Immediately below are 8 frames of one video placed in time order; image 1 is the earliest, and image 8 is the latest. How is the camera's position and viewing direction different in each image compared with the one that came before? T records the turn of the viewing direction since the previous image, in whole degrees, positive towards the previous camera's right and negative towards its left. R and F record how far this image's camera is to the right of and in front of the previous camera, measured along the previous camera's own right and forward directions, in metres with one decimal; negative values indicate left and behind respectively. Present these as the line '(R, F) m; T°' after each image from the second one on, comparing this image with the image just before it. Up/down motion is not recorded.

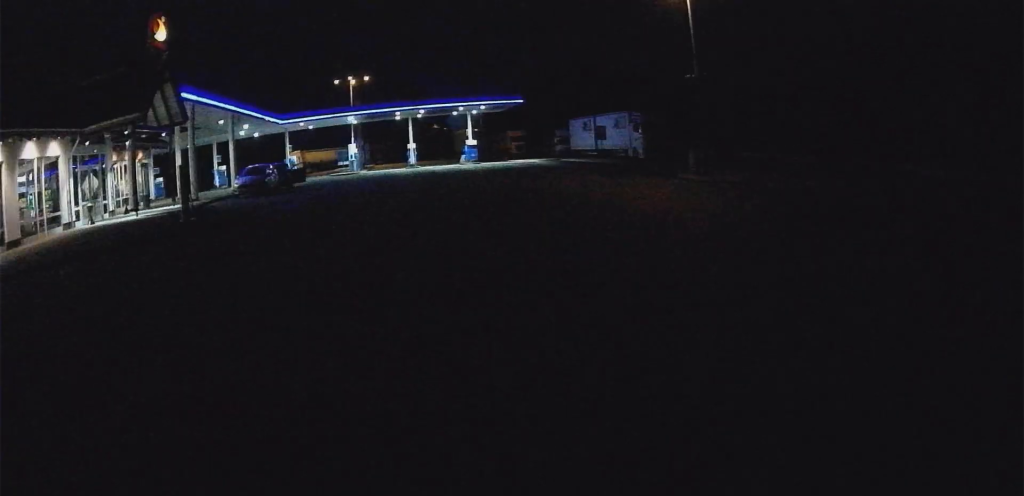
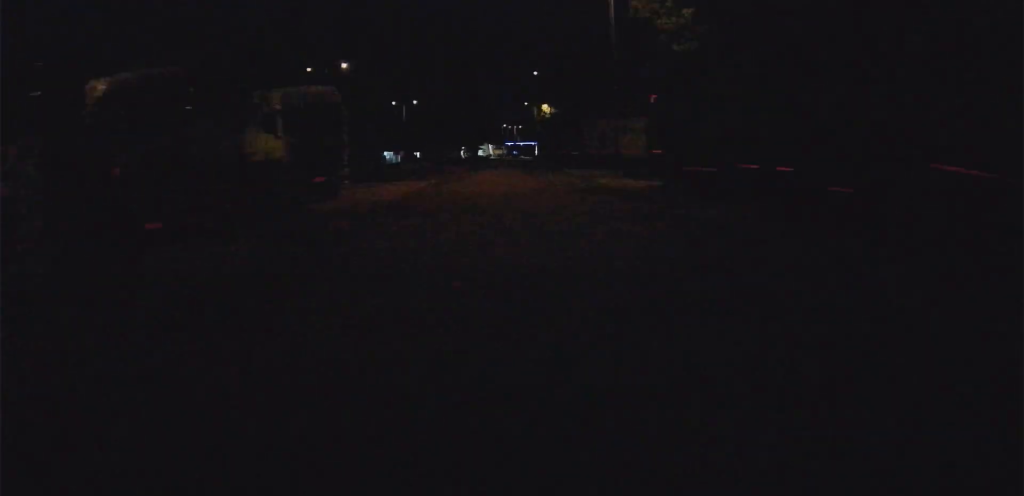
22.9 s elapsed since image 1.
(+7.8, +176.3) m; -4°
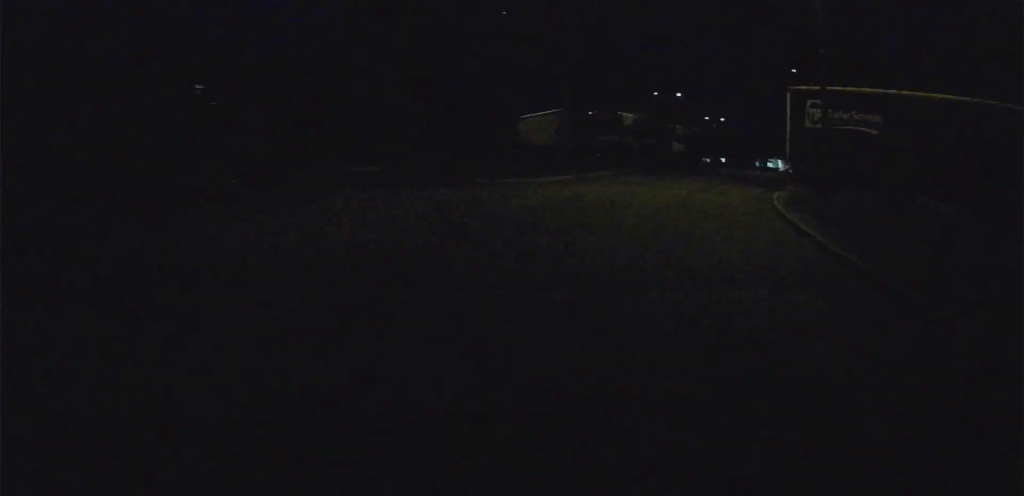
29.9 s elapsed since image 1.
(-8.4, +47.3) m; -1°
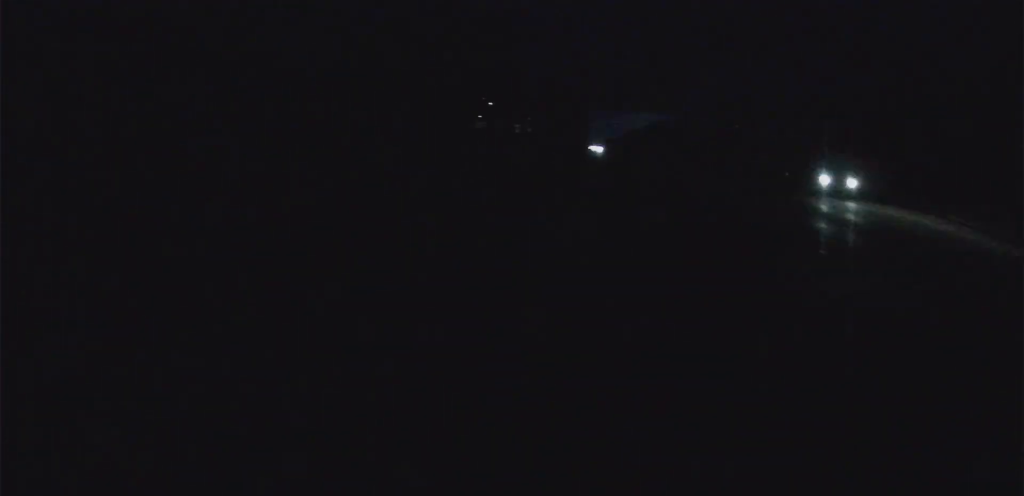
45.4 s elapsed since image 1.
(+16.5, +267.1) m; +6°
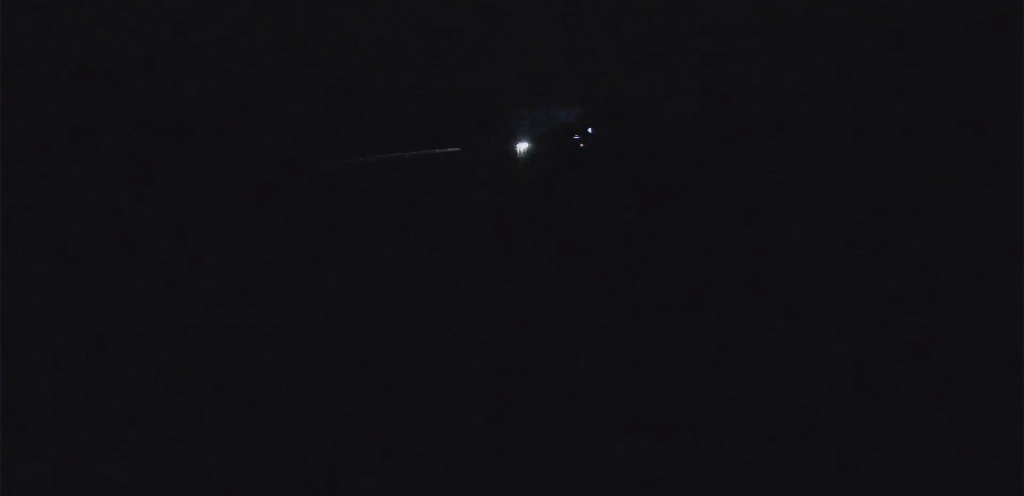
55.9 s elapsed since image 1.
(+6.7, +283.0) m; +2°
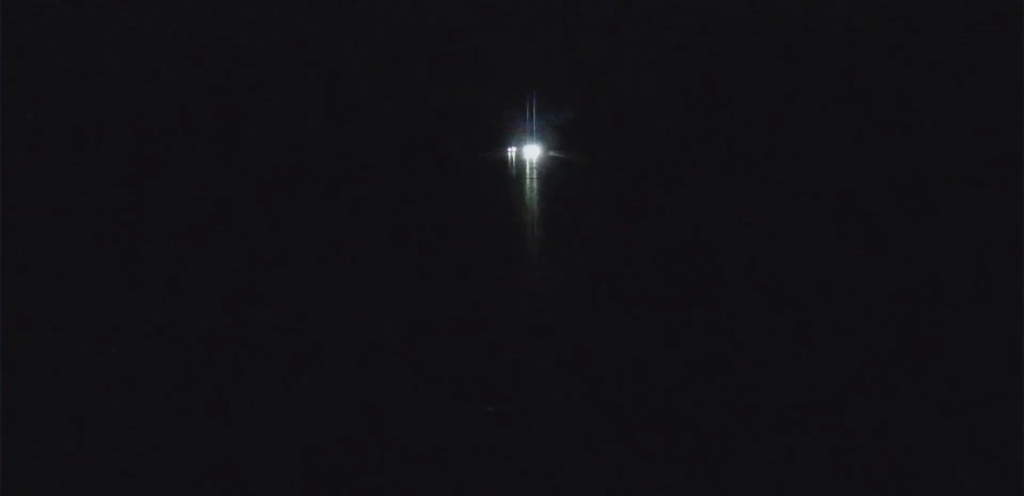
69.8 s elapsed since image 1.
(+3.3, +397.5) m; +1°
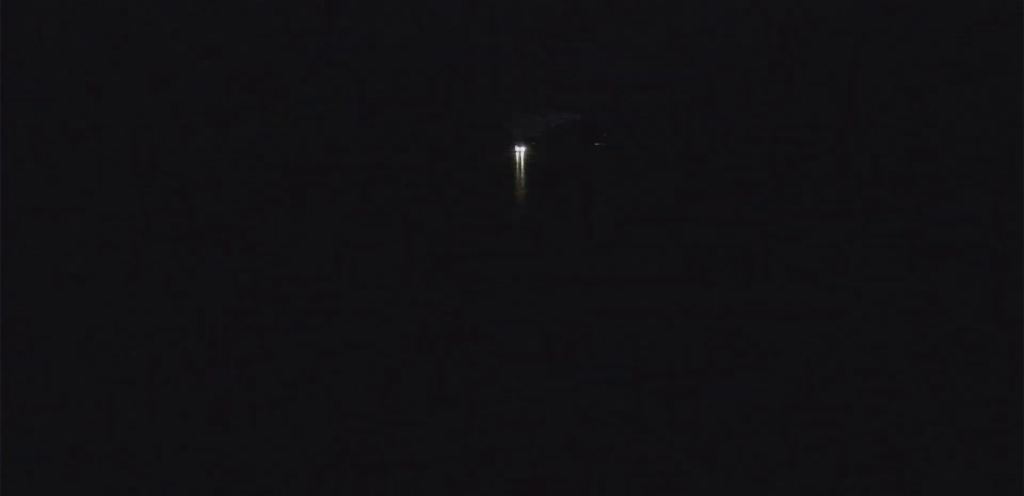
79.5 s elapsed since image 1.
(+0.9, +294.6) m; +3°
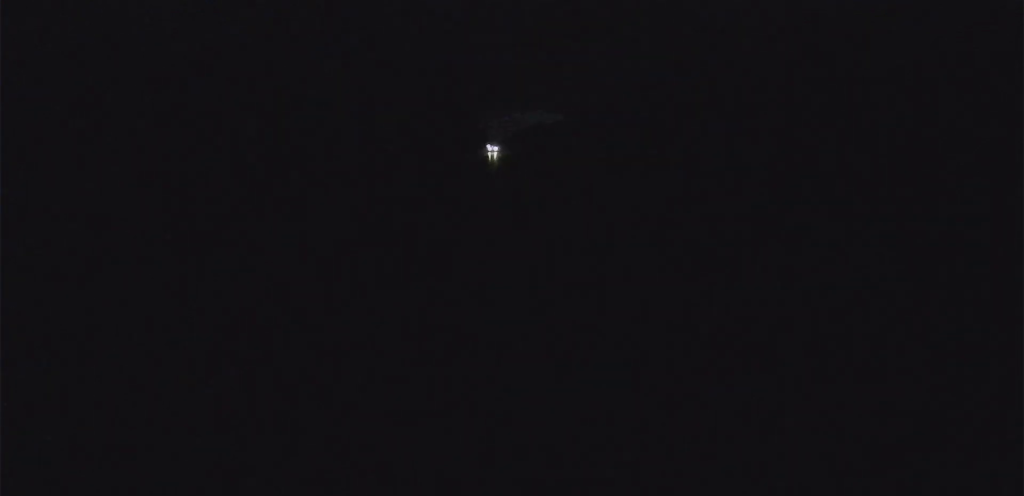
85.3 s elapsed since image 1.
(+4.8, +176.7) m; +3°
